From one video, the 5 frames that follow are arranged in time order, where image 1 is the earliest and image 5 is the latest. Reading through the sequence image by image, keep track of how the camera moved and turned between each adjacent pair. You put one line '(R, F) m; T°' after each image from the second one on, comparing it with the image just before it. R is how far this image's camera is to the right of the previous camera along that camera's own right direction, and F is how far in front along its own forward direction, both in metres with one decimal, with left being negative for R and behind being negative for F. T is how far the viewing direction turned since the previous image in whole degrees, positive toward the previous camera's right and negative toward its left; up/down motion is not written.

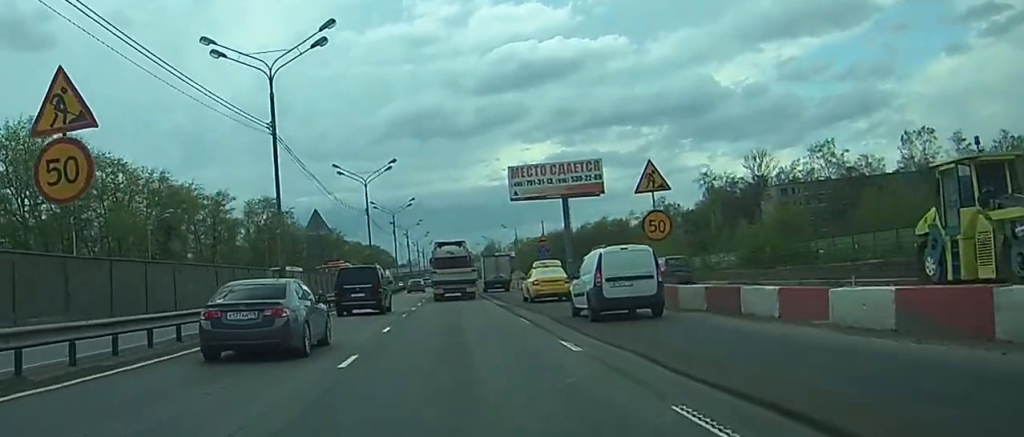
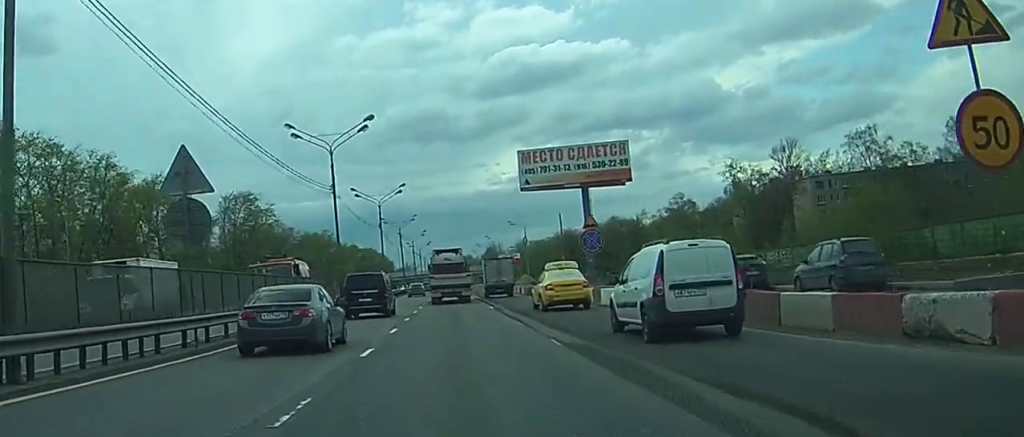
(-0.4, +20.2) m; -4°
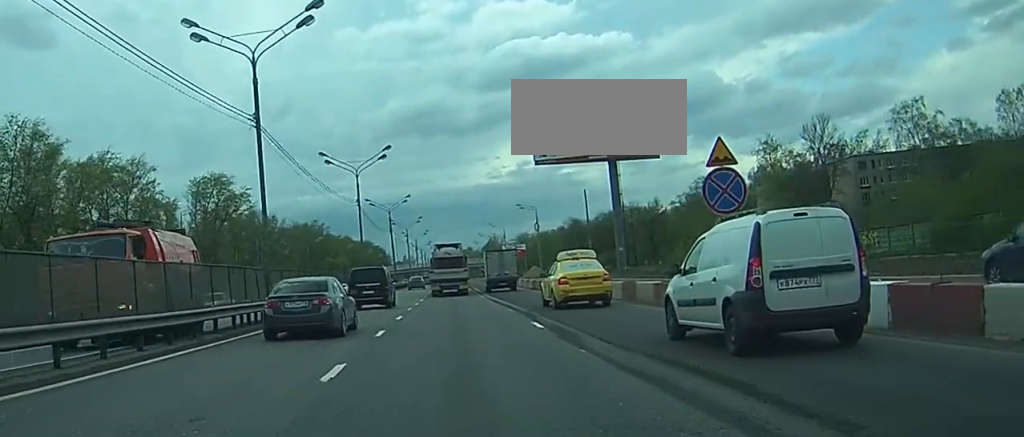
(-0.5, +20.0) m; -1°
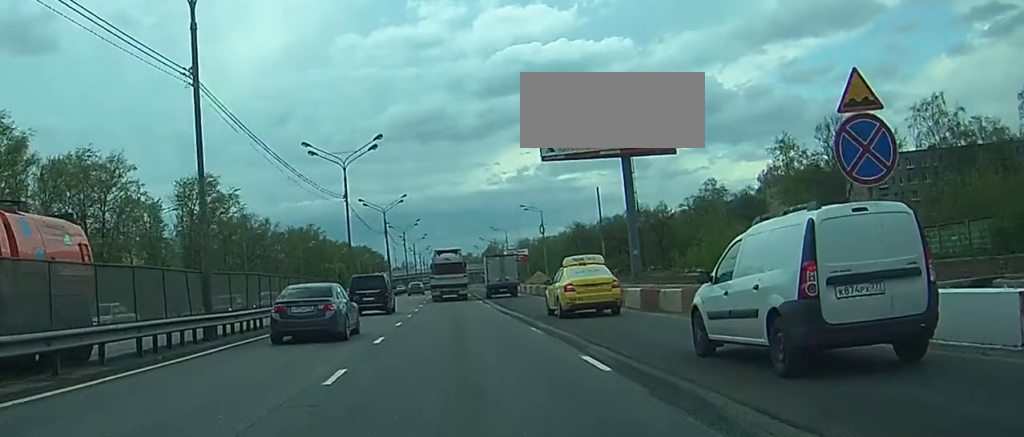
(0.0, +7.6) m; 0°
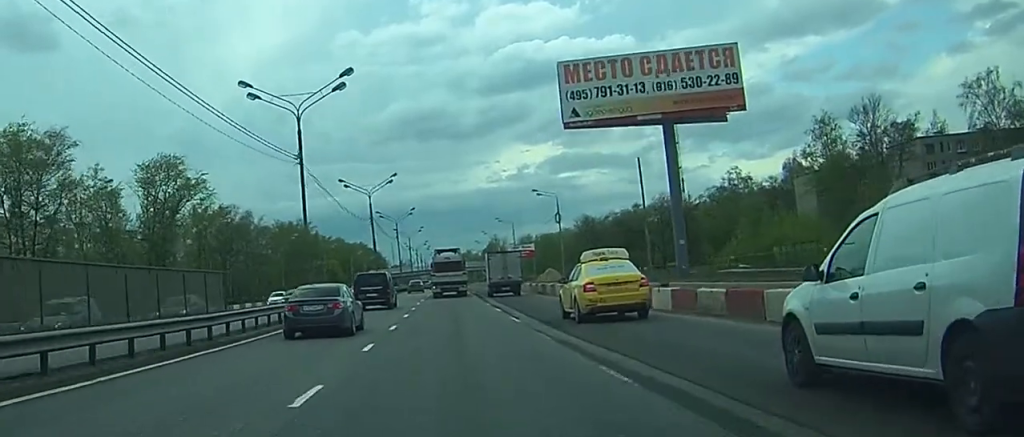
(-0.2, +17.6) m; -1°
